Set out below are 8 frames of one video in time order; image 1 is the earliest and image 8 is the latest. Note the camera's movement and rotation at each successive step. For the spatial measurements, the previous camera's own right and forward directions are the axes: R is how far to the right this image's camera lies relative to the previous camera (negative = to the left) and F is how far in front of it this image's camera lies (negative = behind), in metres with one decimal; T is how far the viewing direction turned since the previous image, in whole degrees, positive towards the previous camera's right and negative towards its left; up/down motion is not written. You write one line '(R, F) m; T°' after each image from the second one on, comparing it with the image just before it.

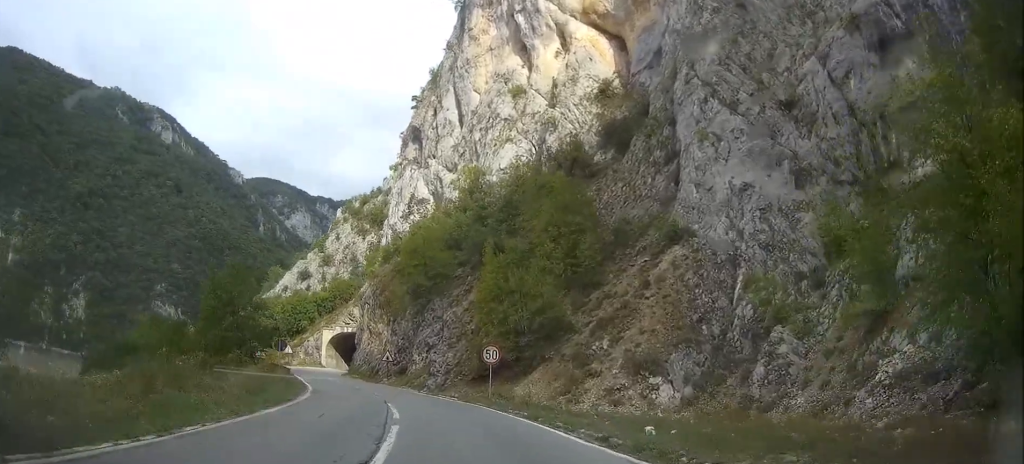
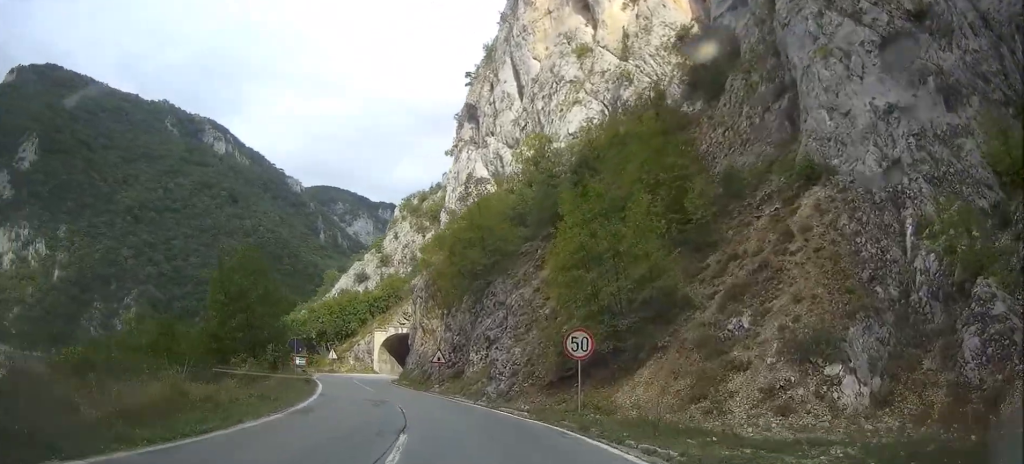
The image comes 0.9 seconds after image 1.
(-0.4, +10.7) m; -7°
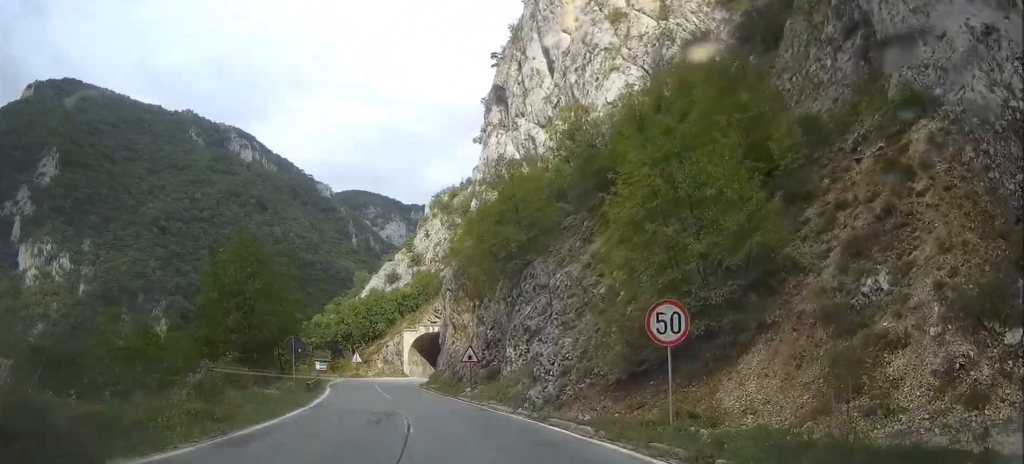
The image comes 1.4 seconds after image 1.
(-0.3, +6.5) m; -6°
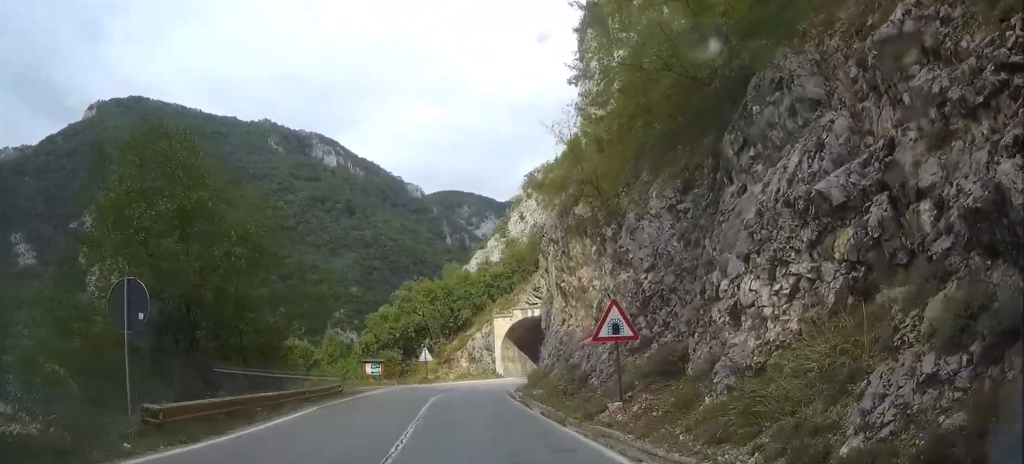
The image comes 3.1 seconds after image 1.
(-1.7, +22.4) m; -5°
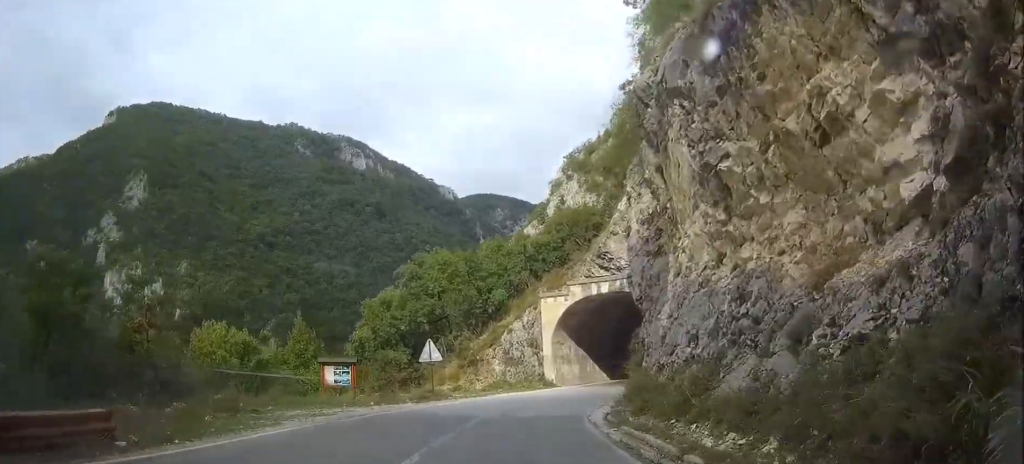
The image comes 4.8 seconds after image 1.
(0.0, +22.1) m; 0°
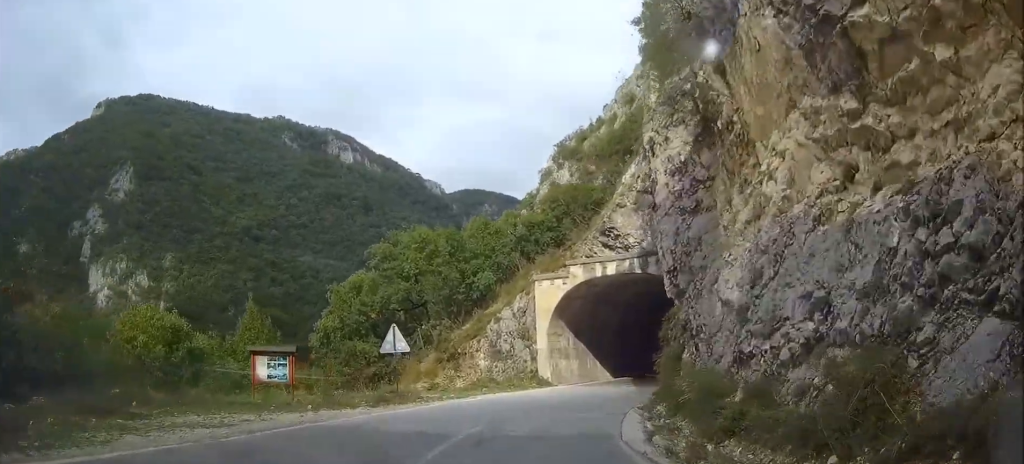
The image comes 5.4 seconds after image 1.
(0.0, +7.4) m; 0°
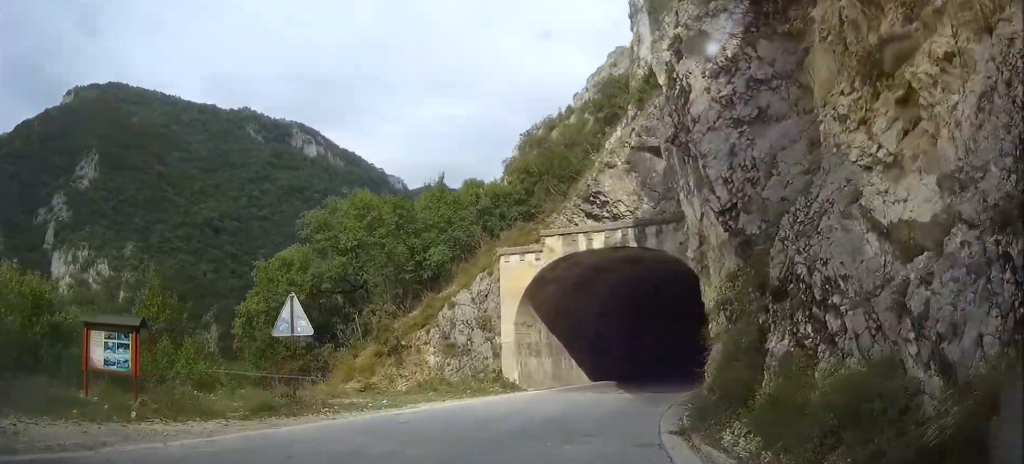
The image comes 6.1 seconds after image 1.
(0.0, +8.3) m; +2°
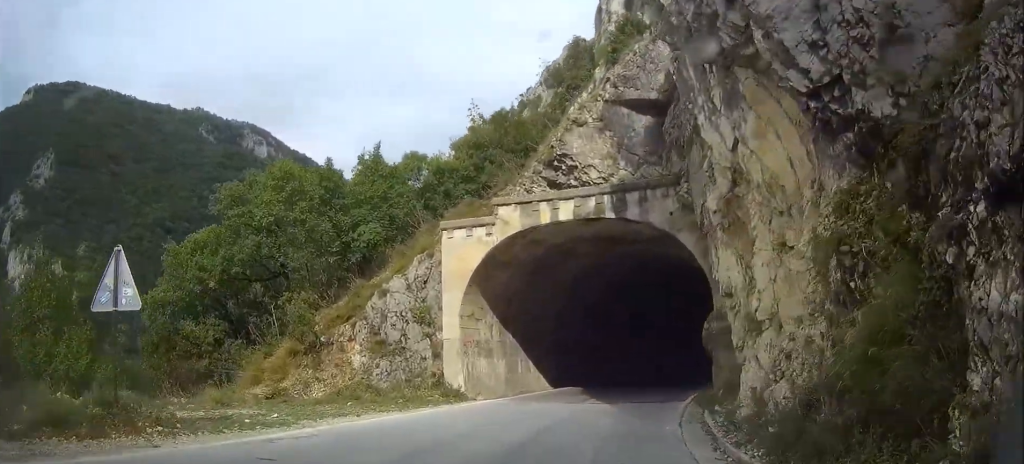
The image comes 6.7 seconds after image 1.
(0.0, +6.3) m; +3°
